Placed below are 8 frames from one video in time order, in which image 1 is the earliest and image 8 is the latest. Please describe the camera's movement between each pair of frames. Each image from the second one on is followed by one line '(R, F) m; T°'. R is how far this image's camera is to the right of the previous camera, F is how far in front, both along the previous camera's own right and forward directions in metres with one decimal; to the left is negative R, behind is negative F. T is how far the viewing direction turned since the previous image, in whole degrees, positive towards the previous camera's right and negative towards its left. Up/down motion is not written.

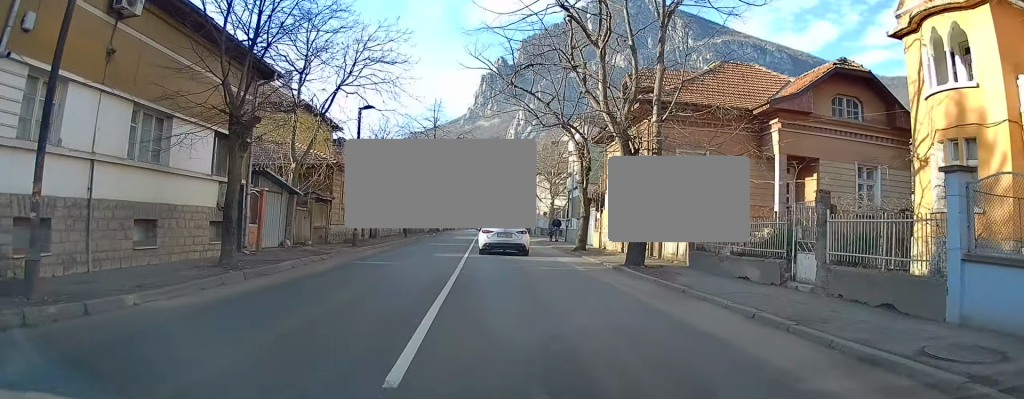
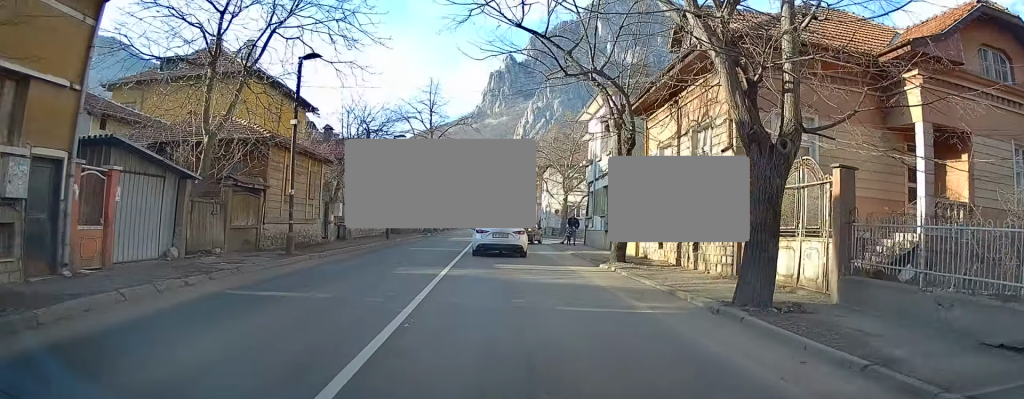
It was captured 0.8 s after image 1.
(0.0, +7.9) m; 0°
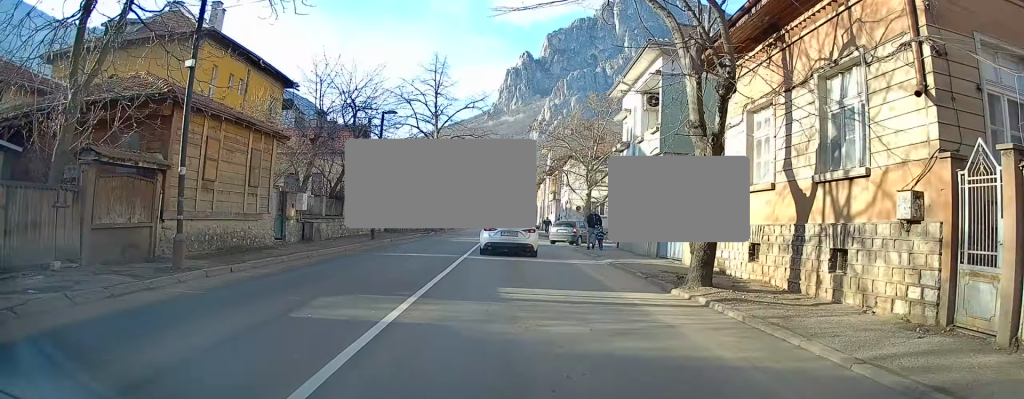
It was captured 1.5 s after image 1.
(0.0, +6.6) m; 0°
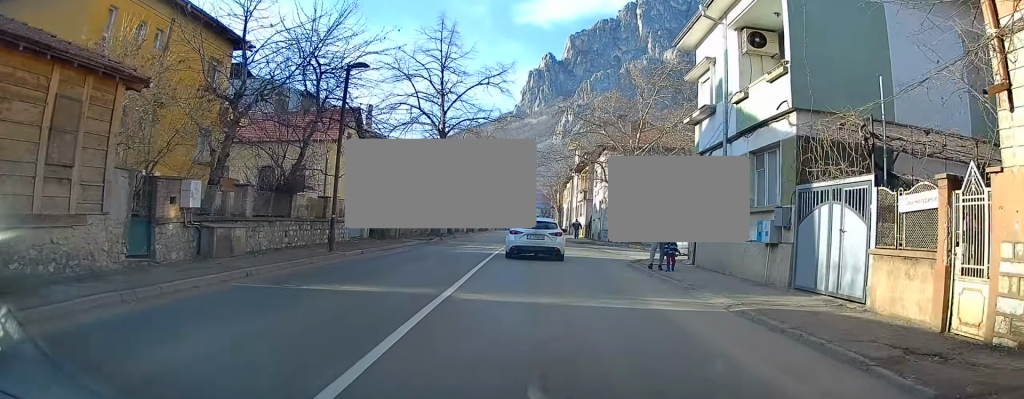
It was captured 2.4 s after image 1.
(0.0, +9.2) m; -1°
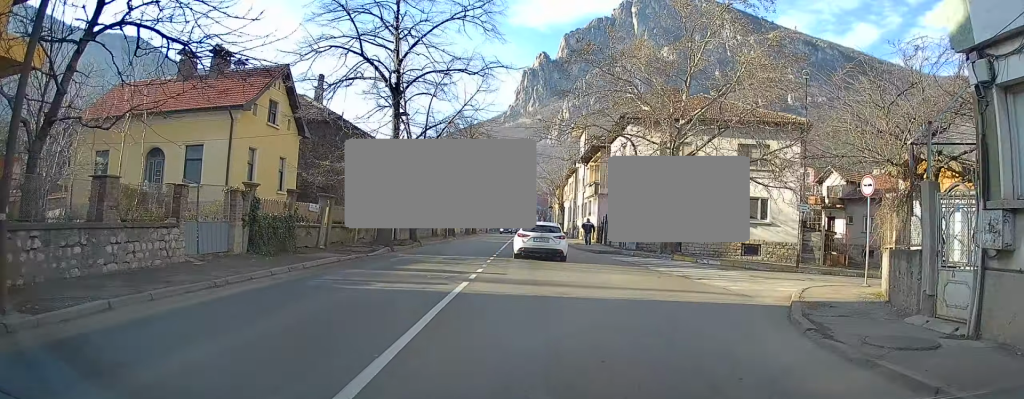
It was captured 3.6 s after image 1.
(-0.3, +12.8) m; -1°
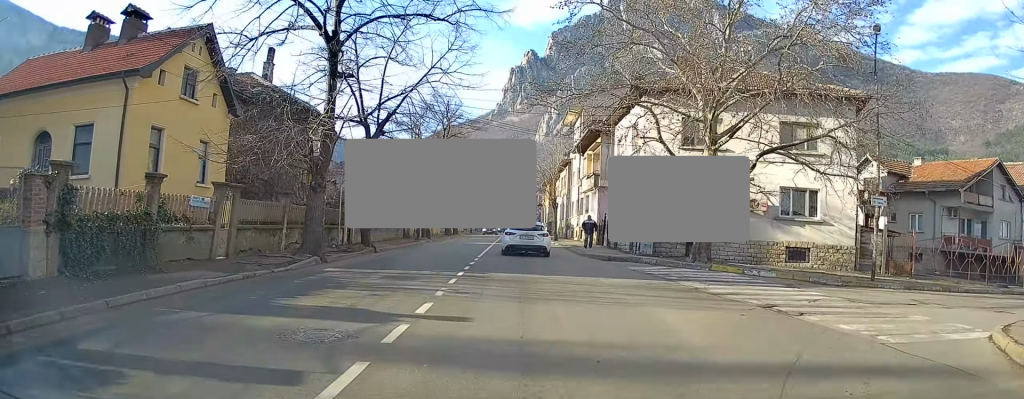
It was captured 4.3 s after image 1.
(0.0, +7.5) m; +1°
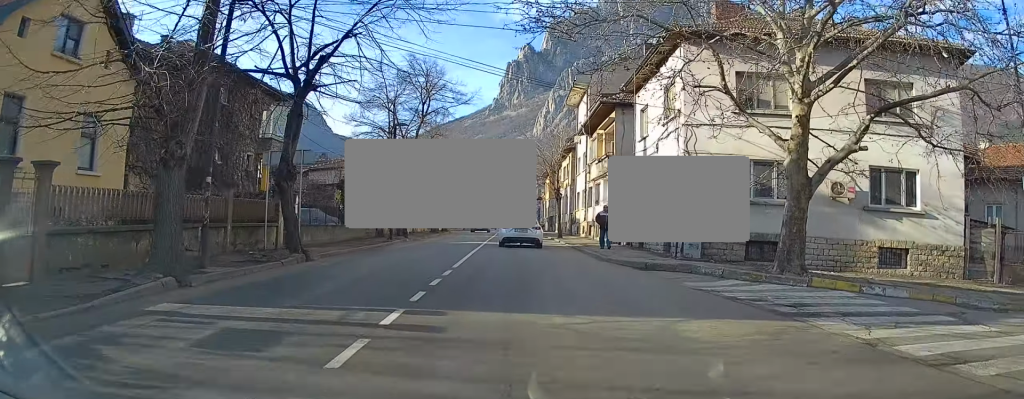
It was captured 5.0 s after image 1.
(+0.2, +7.1) m; +1°
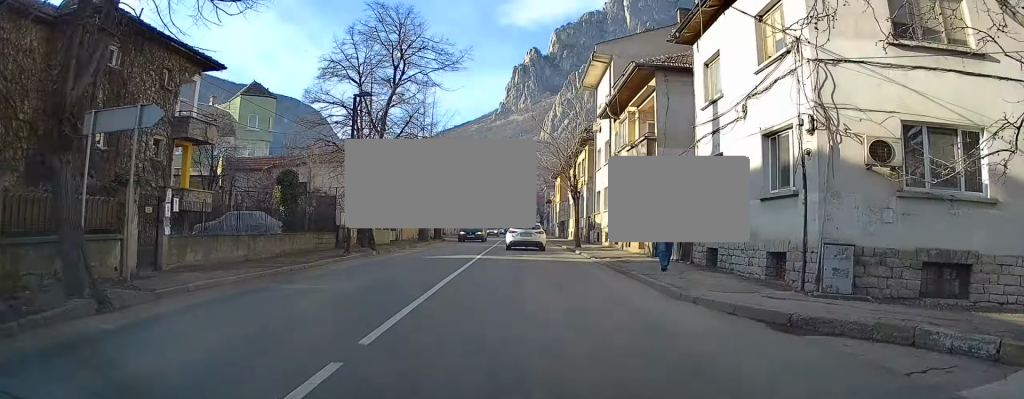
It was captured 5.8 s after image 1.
(-0.2, +8.8) m; -1°
